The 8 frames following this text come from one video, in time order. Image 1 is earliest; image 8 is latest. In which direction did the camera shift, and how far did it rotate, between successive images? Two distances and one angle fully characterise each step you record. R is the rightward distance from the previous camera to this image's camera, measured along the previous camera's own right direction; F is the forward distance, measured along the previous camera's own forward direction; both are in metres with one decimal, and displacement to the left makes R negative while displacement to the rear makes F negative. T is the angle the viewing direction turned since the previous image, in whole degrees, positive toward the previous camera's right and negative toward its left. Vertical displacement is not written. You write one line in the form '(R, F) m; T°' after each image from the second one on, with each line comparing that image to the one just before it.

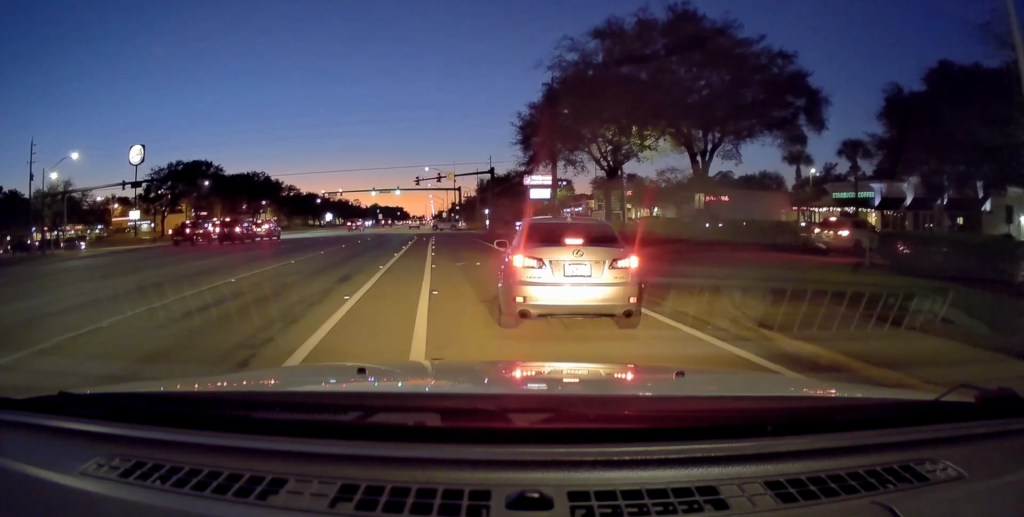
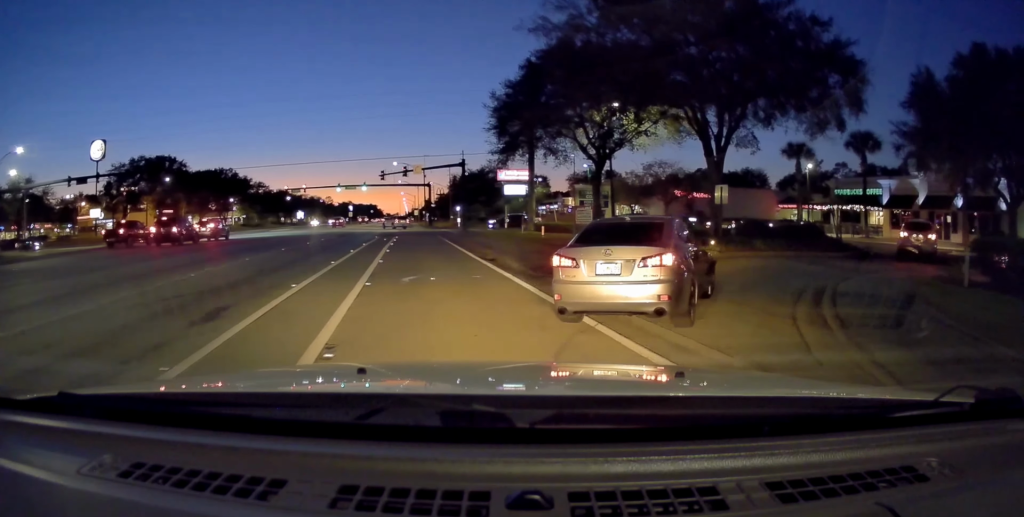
(+0.4, +6.3) m; -2°
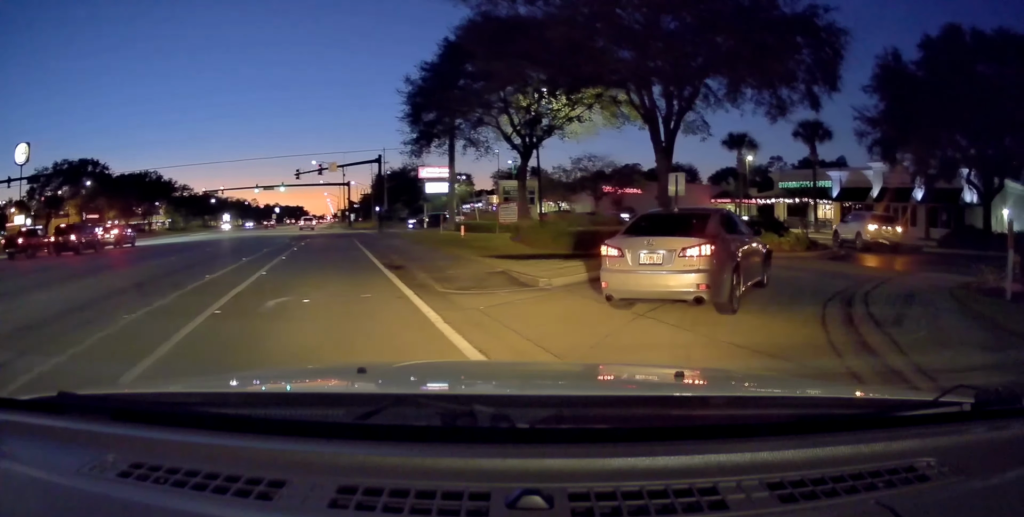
(-0.4, +4.2) m; +1°
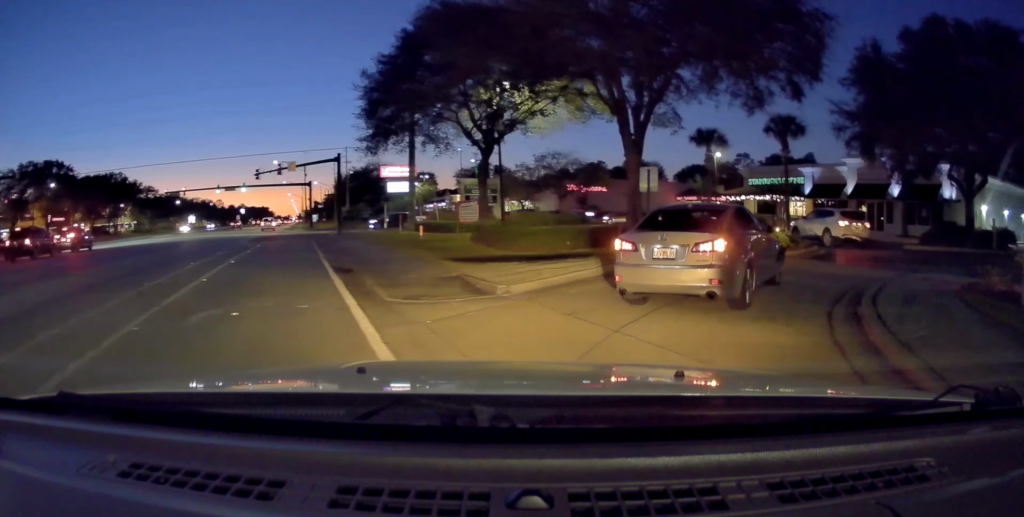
(+0.2, +1.4) m; +1°
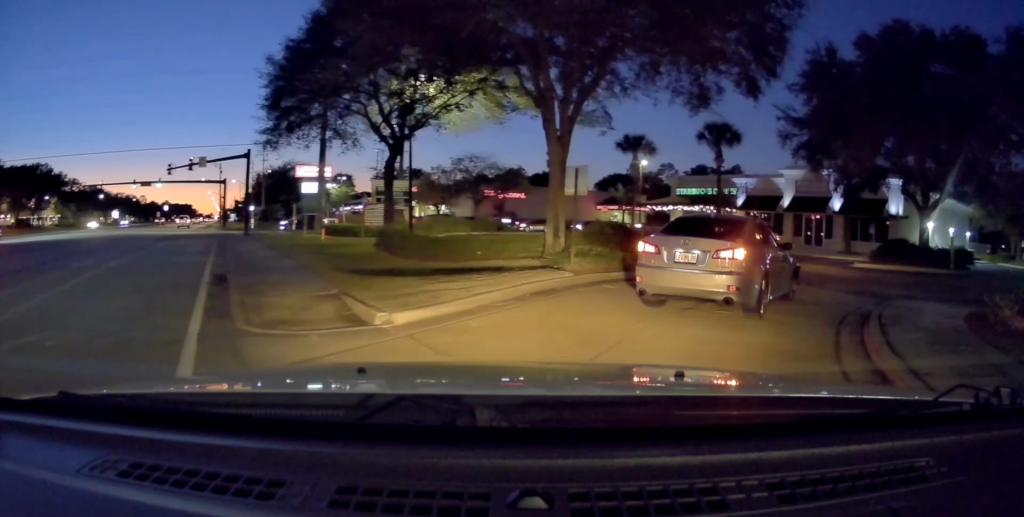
(0.0, +2.6) m; +5°
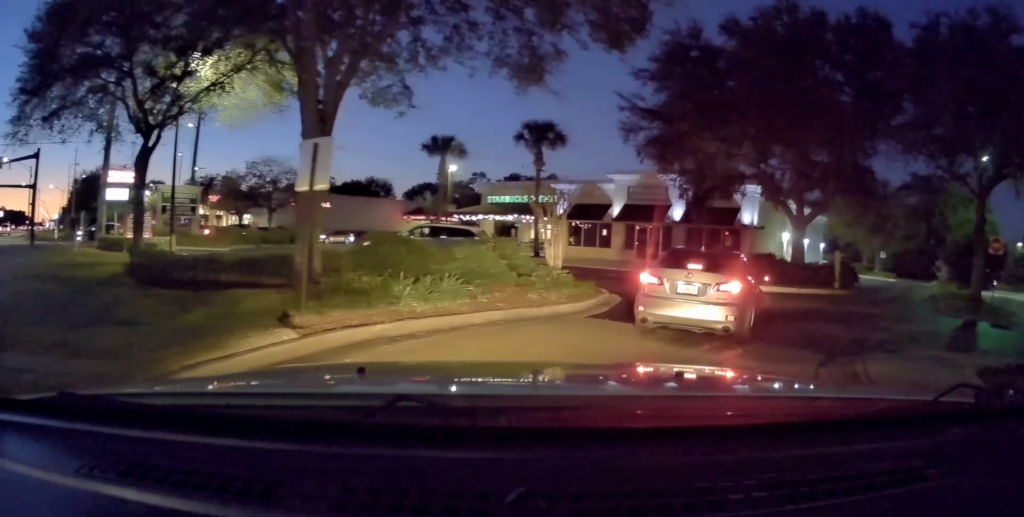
(+0.9, +4.8) m; +23°
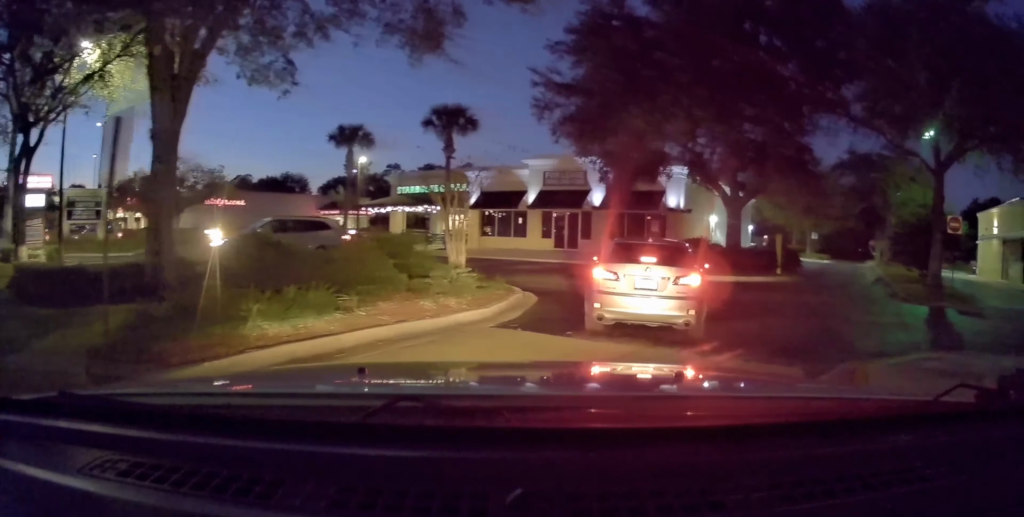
(-0.1, +2.1) m; +8°
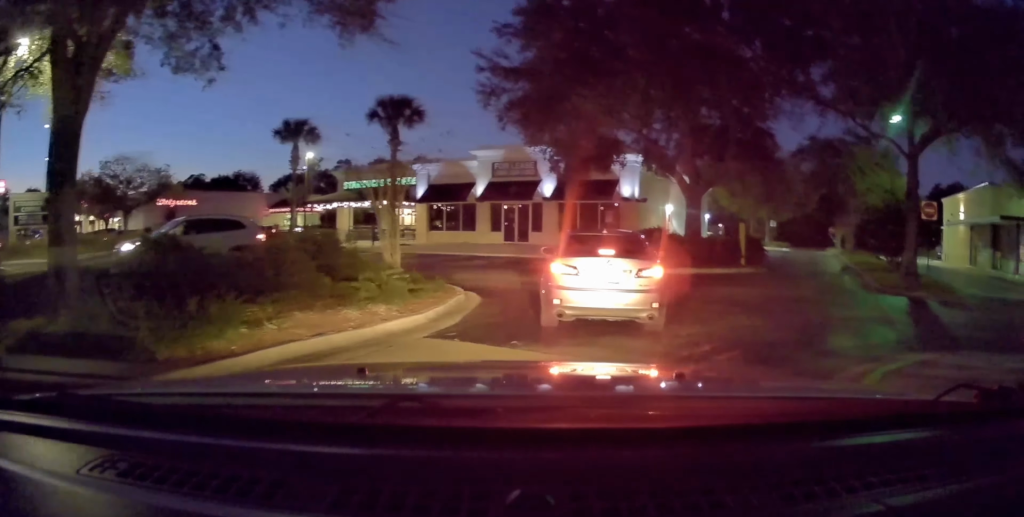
(+0.1, +1.3) m; +3°
